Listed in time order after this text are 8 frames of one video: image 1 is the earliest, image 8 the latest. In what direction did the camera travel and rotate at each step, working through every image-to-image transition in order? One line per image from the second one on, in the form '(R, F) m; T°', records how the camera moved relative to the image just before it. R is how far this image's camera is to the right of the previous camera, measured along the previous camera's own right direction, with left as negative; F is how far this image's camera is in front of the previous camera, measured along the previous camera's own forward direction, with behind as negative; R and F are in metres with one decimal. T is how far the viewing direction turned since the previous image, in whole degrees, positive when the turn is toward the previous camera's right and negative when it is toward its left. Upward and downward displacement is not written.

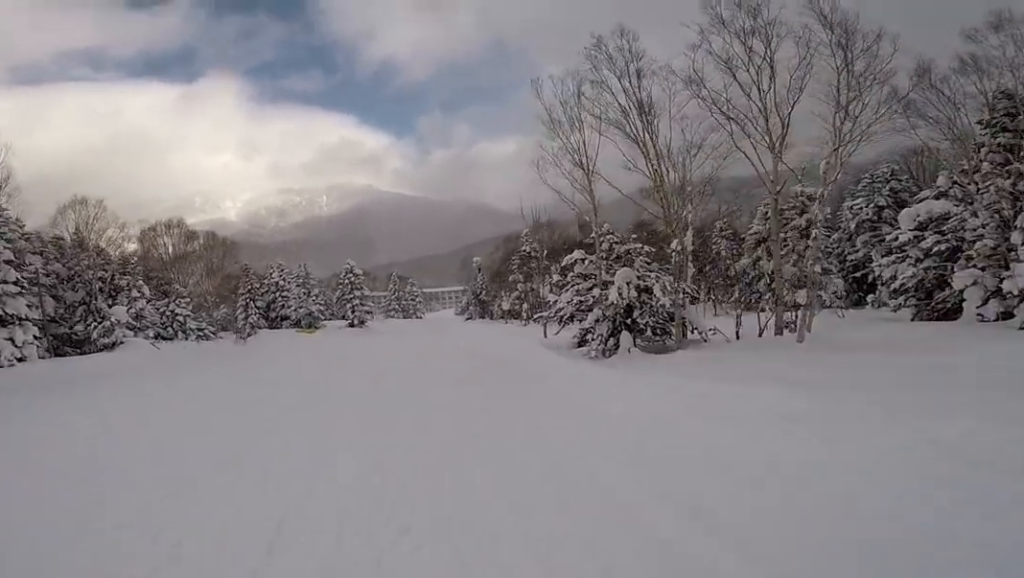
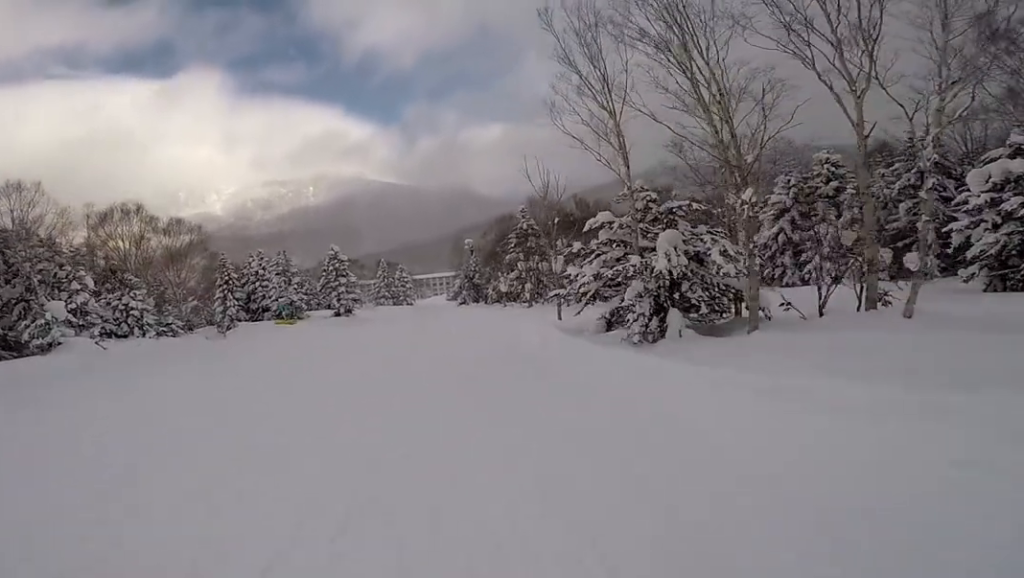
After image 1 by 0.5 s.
(-0.6, +4.2) m; -2°
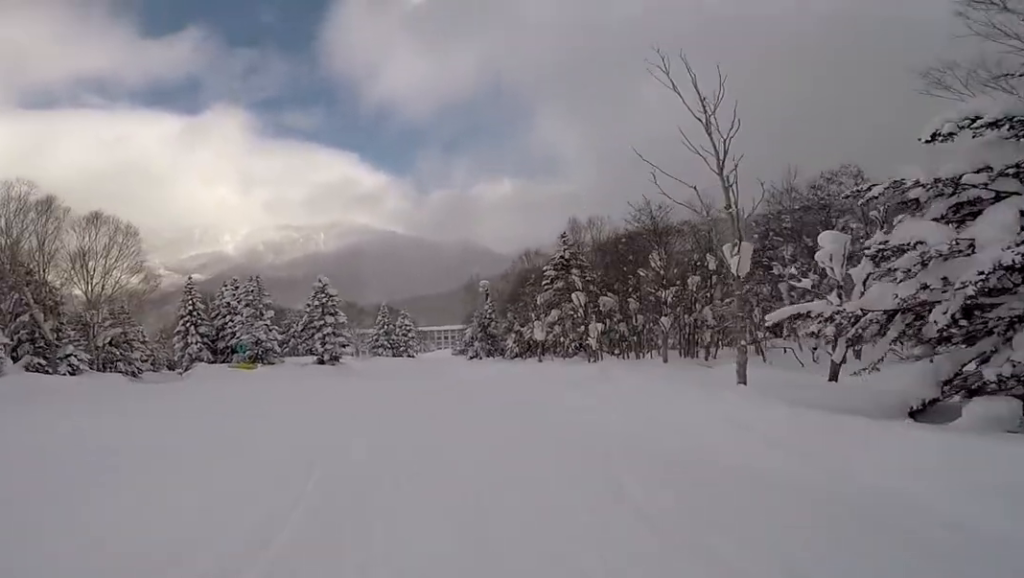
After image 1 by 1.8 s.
(-0.2, +12.6) m; -2°
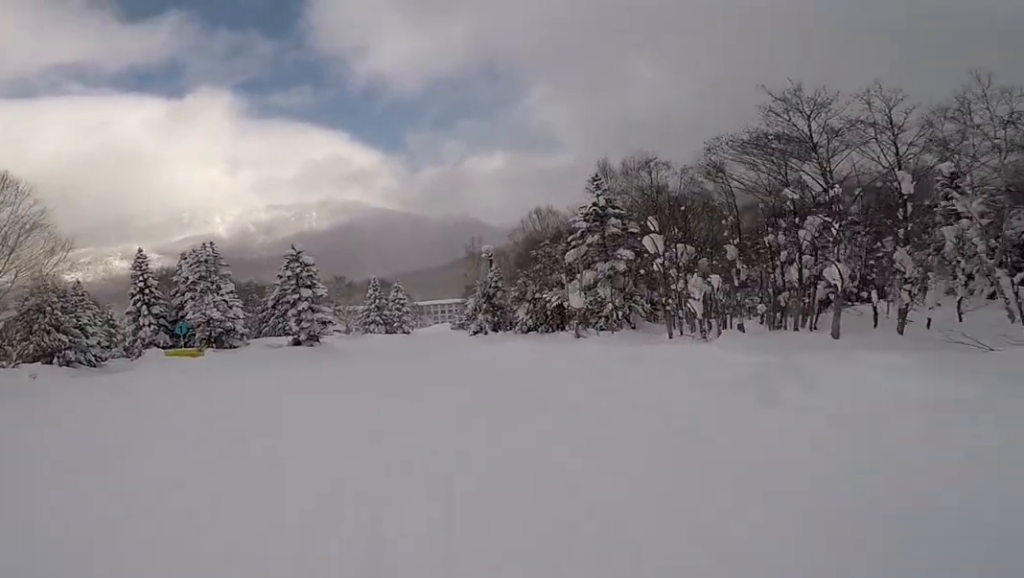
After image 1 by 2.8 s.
(-0.5, +8.7) m; -4°
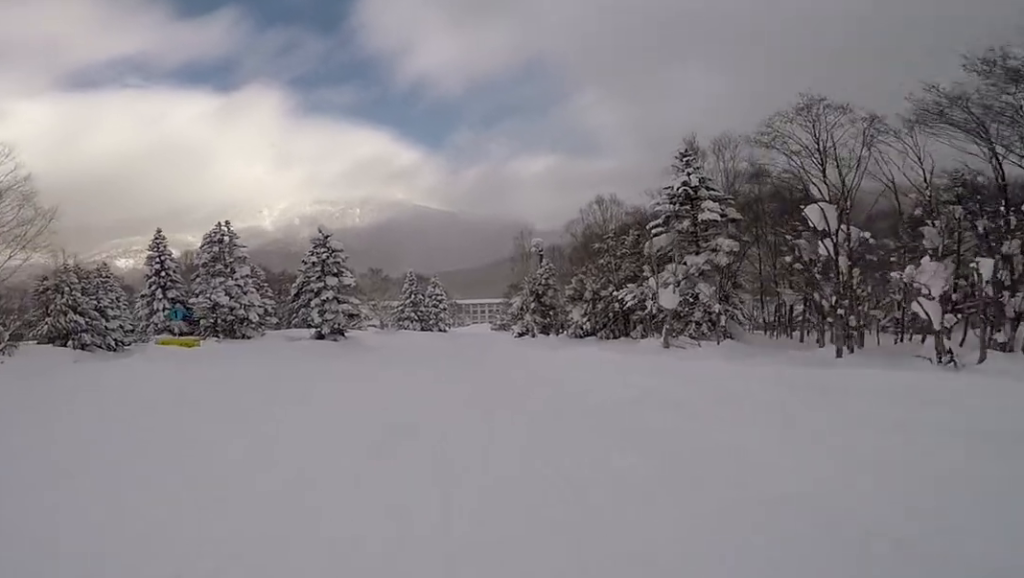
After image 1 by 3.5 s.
(-0.1, +5.4) m; +3°
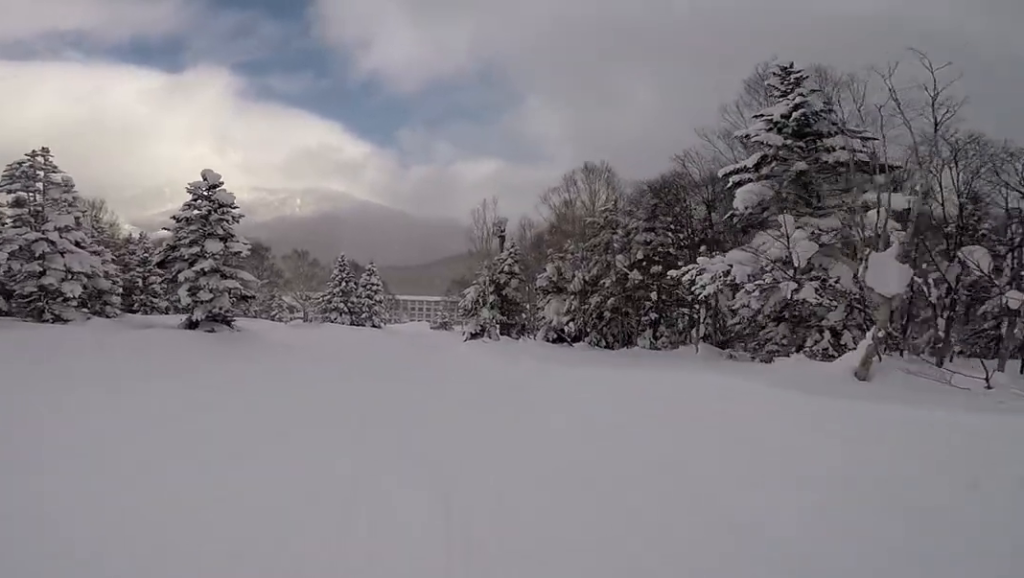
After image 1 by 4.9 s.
(+1.3, +11.7) m; +8°
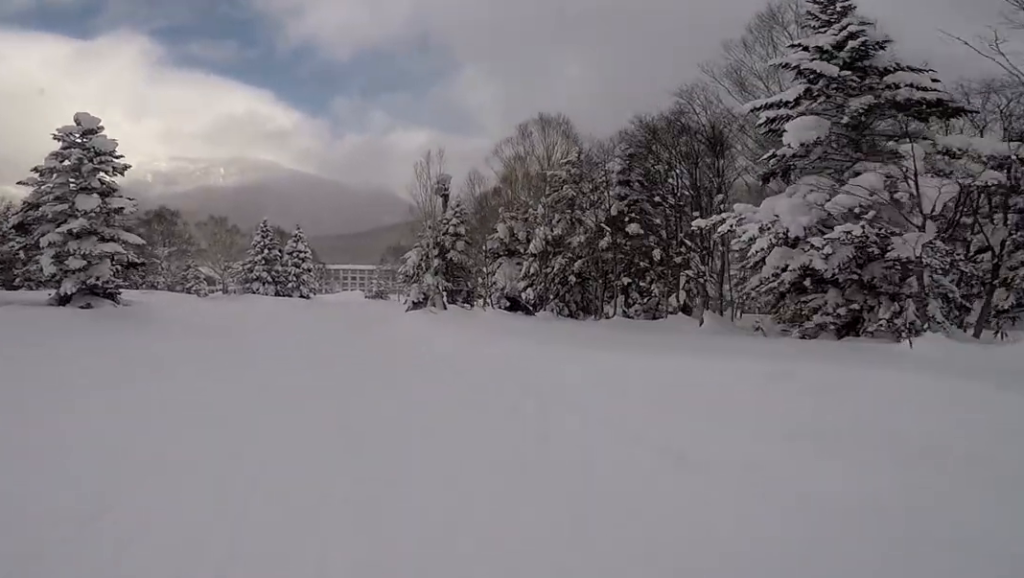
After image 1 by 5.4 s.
(-0.2, +4.5) m; -3°
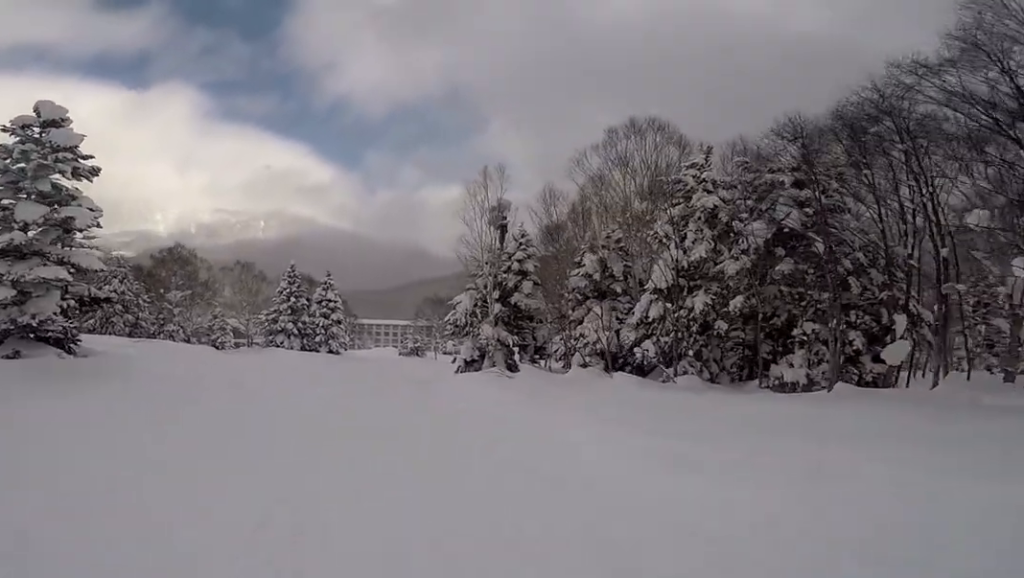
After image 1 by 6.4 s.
(-0.5, +7.4) m; -3°
